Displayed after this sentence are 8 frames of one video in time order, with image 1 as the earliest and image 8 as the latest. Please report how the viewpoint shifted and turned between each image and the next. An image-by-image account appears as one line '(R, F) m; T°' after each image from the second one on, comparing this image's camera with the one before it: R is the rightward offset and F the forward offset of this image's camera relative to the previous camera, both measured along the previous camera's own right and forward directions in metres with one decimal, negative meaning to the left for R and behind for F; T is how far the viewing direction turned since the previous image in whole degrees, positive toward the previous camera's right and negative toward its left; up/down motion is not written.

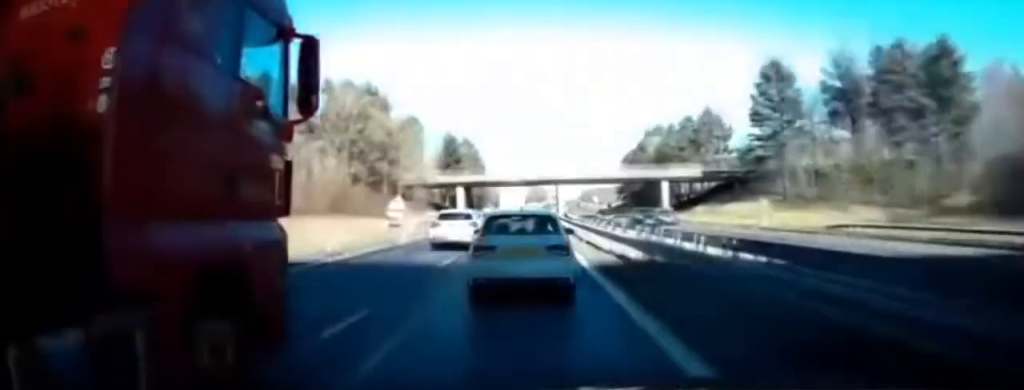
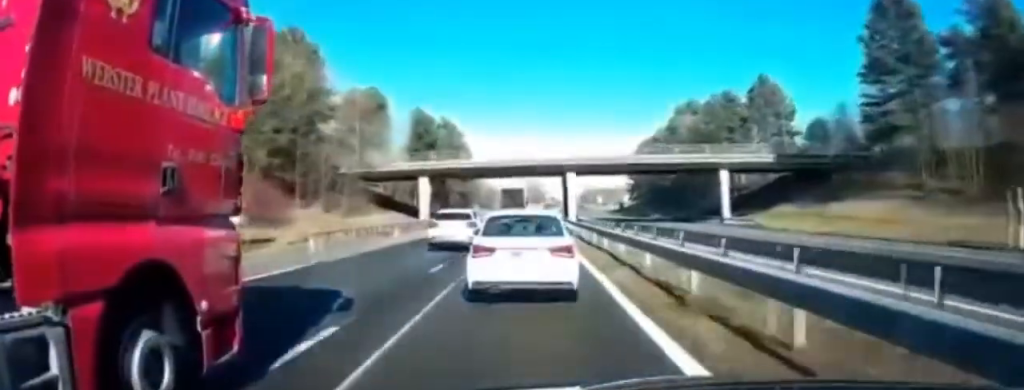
(-0.2, +26.6) m; 0°
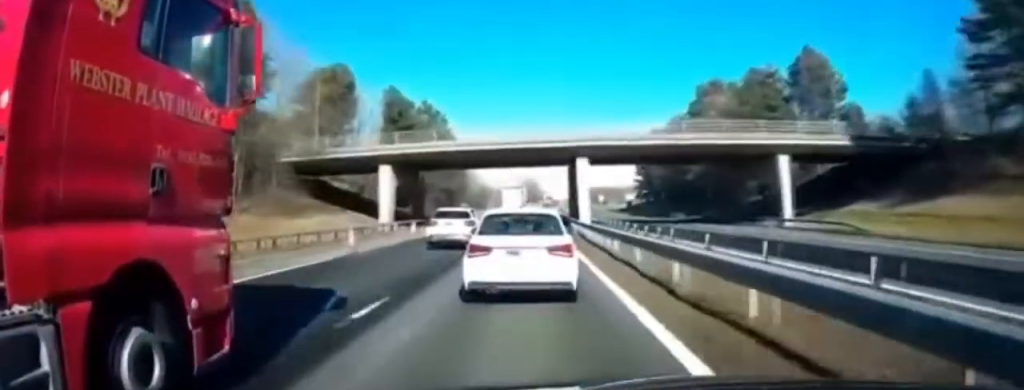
(0.0, +15.1) m; 0°
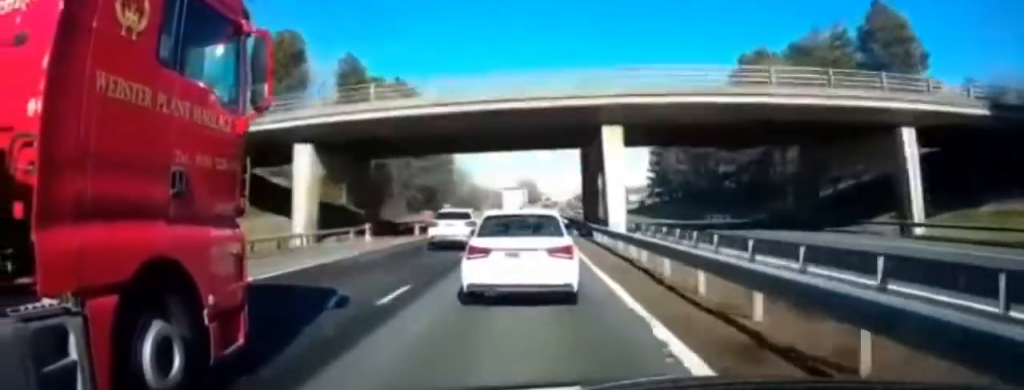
(+0.4, +15.9) m; 0°
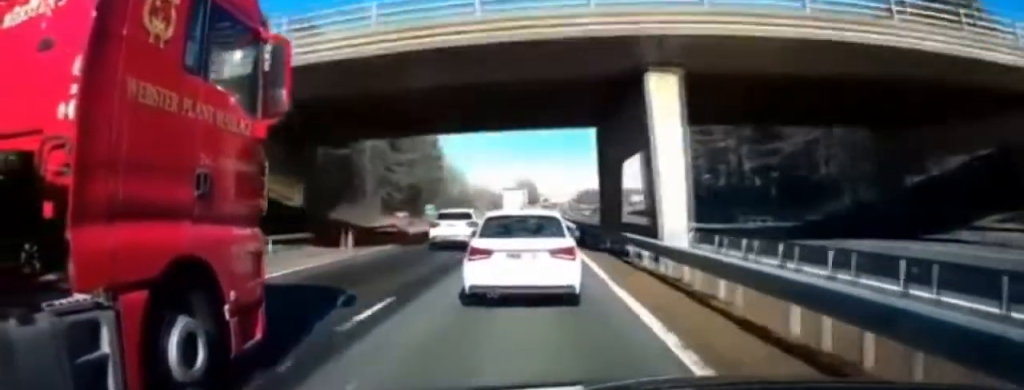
(-0.3, +10.9) m; 0°
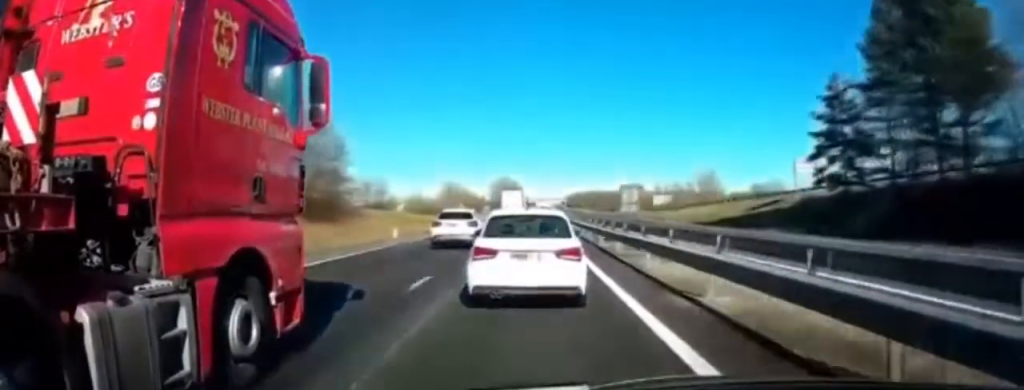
(+2.1, +68.4) m; +3°
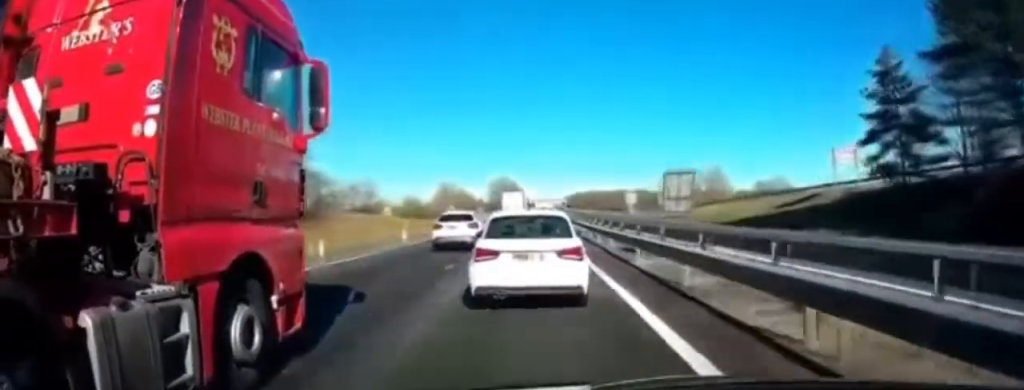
(+0.1, +8.4) m; 0°
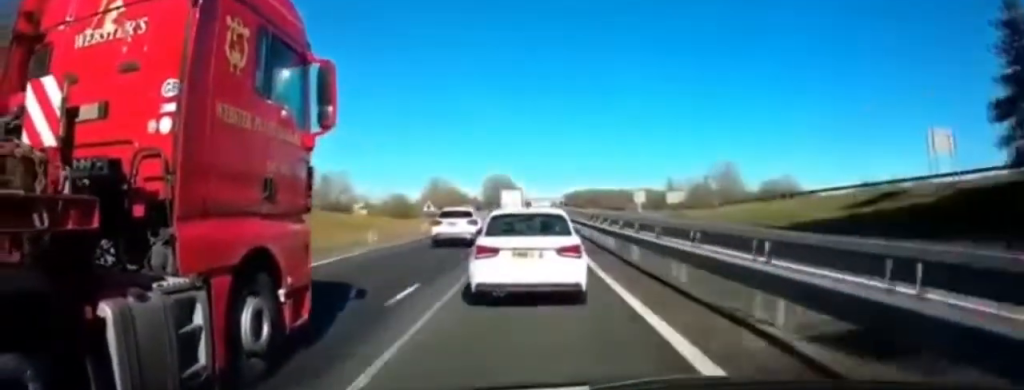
(-0.2, +14.0) m; 0°
